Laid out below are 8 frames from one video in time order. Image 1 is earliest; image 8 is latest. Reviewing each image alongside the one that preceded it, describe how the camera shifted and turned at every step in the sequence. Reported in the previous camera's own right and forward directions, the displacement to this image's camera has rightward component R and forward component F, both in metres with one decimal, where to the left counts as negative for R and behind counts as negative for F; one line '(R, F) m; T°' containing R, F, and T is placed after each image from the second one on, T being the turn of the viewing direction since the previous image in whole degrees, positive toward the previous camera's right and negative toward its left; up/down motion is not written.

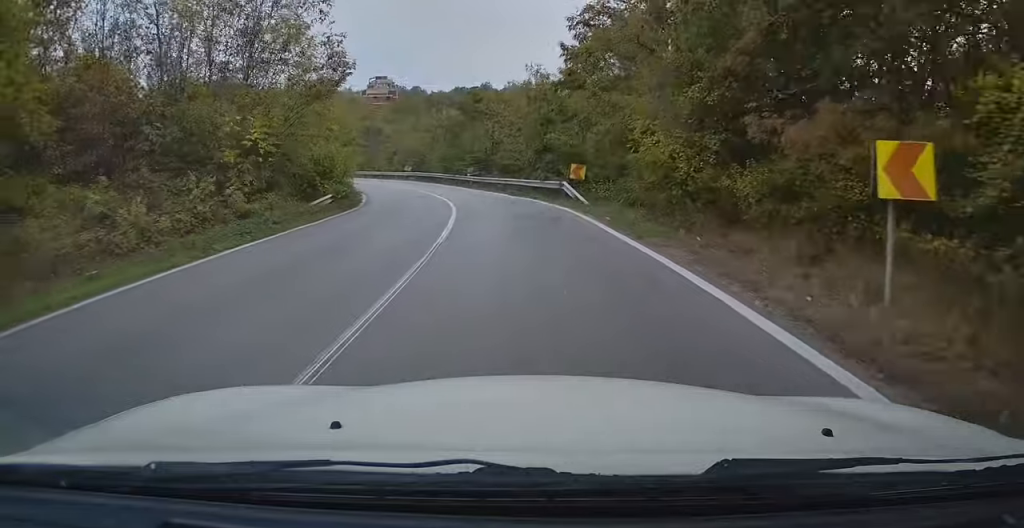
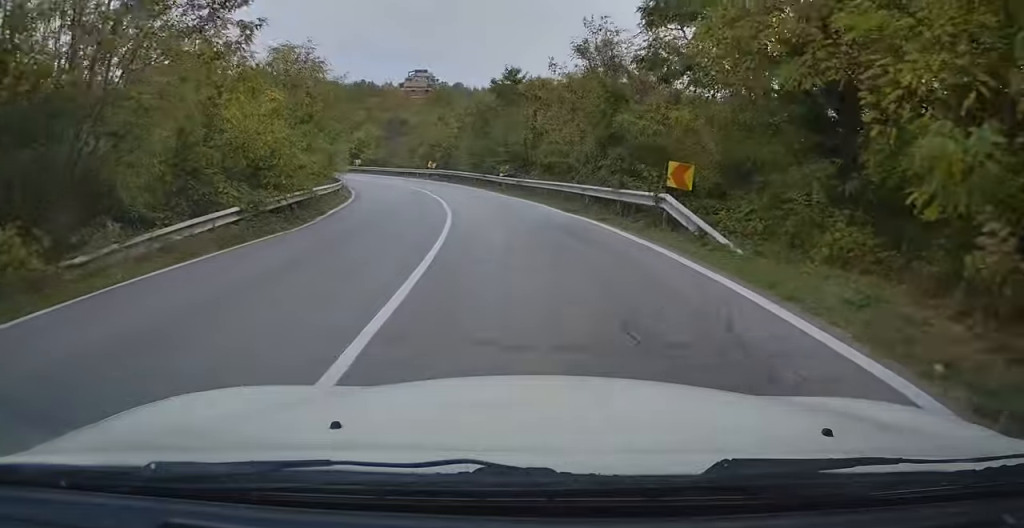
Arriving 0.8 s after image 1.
(-0.4, +11.9) m; -3°
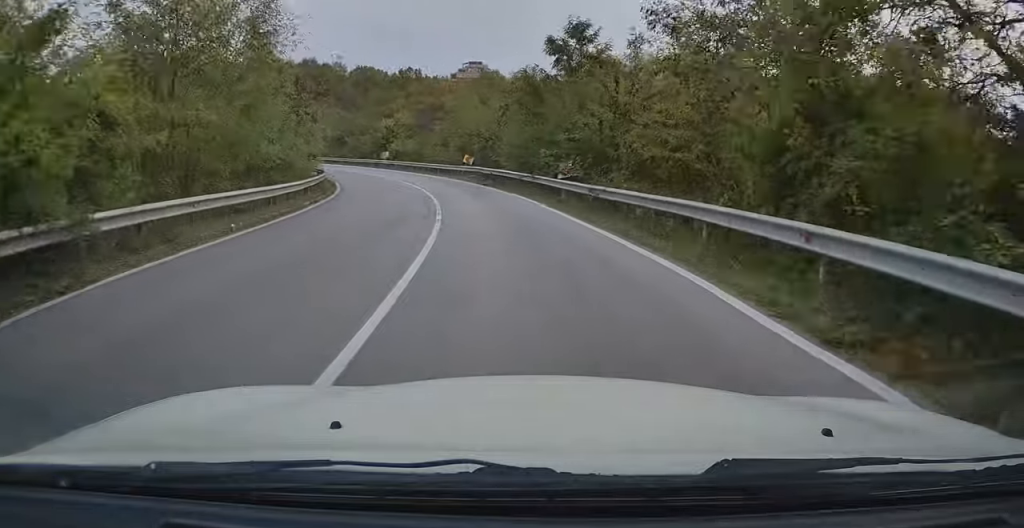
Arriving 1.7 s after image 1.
(-0.5, +14.1) m; -4°
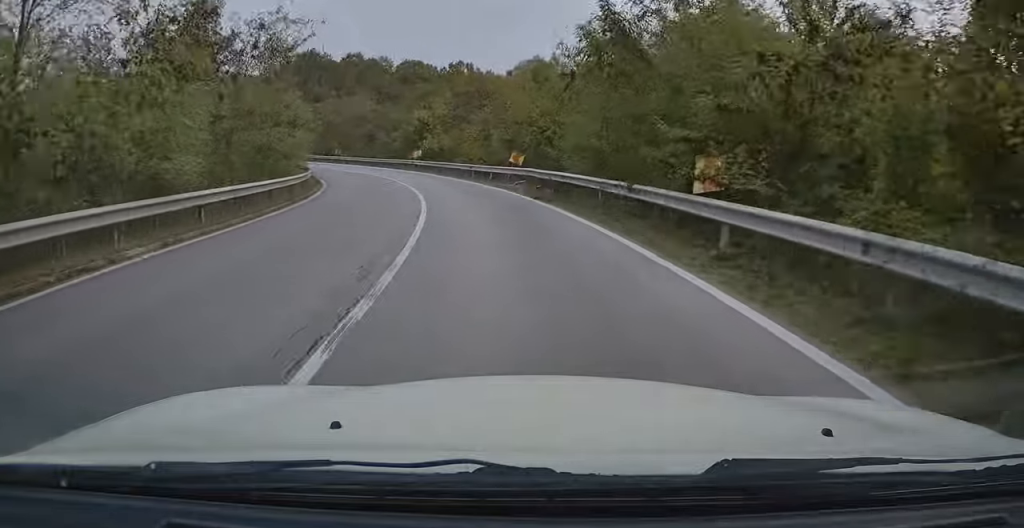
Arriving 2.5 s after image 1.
(-0.5, +13.1) m; -5°
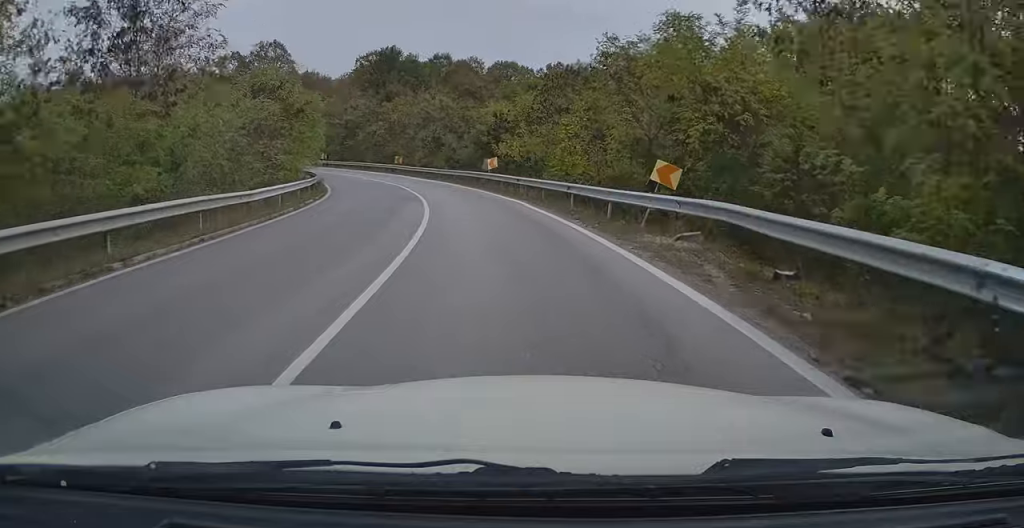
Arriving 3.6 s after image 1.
(-1.1, +16.8) m; -8°
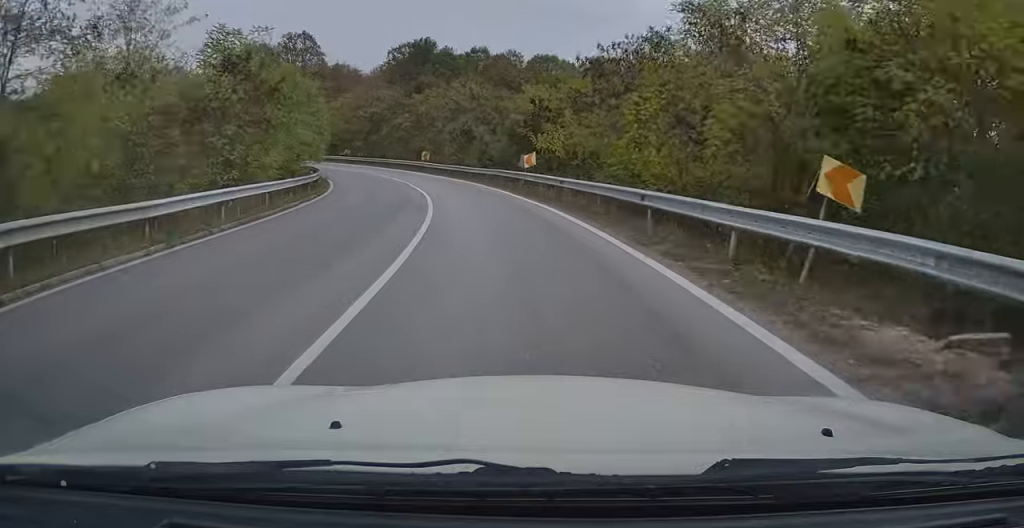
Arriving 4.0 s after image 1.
(0.0, +6.8) m; -3°
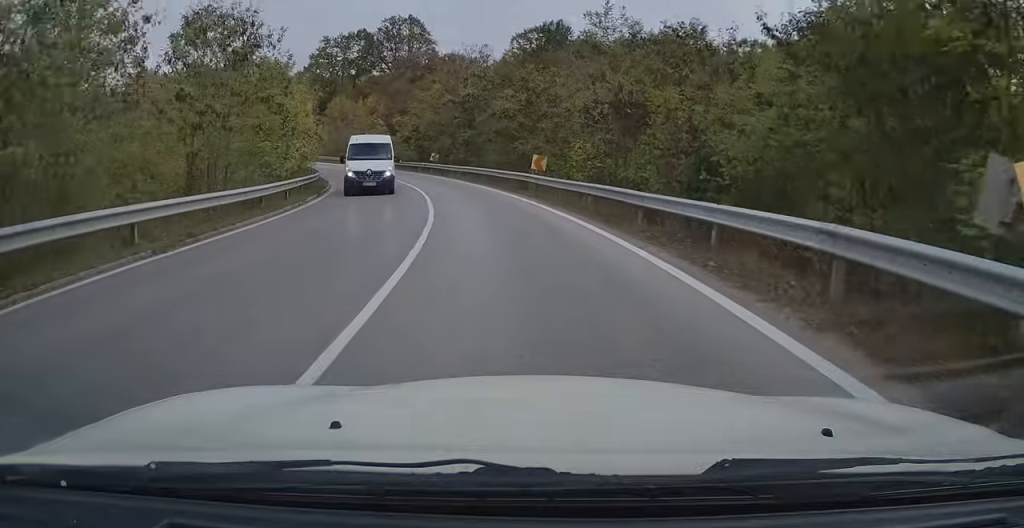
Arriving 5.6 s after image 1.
(-3.0, +25.3) m; -13°
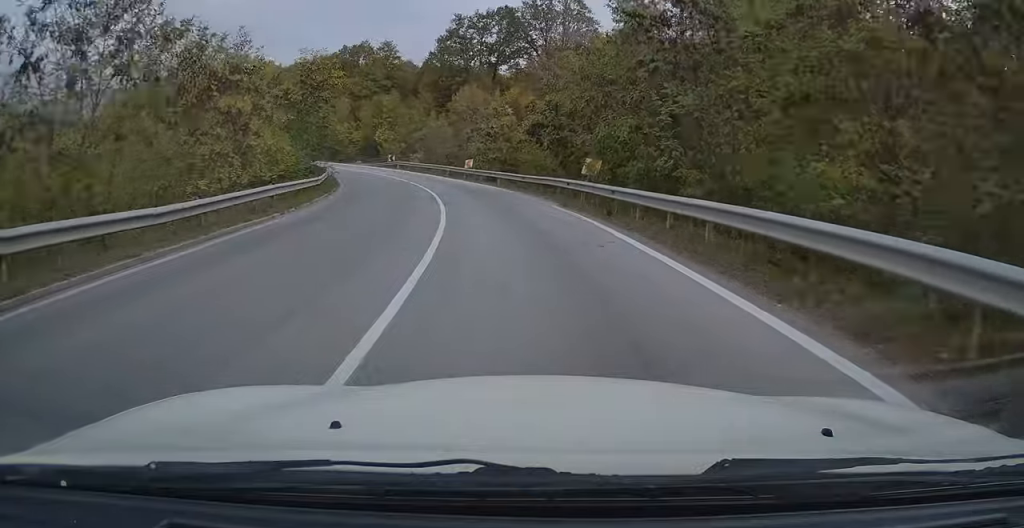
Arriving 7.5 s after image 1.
(-3.6, +28.6) m; -14°
